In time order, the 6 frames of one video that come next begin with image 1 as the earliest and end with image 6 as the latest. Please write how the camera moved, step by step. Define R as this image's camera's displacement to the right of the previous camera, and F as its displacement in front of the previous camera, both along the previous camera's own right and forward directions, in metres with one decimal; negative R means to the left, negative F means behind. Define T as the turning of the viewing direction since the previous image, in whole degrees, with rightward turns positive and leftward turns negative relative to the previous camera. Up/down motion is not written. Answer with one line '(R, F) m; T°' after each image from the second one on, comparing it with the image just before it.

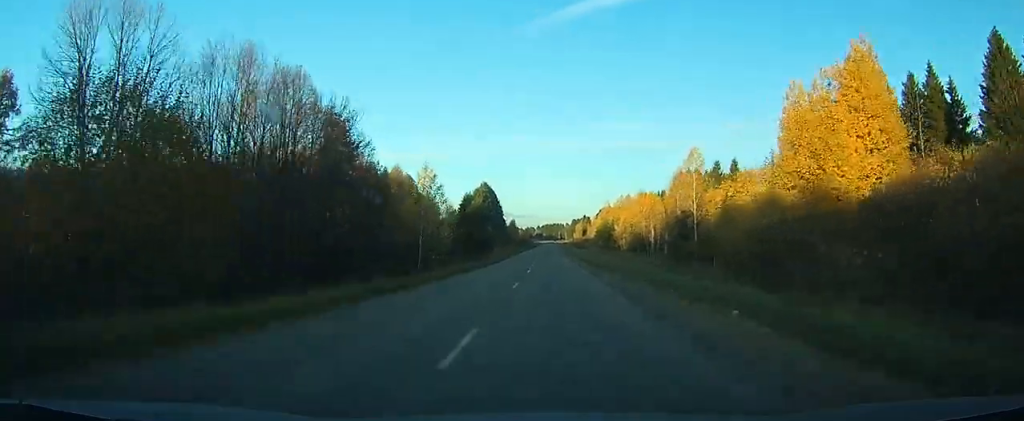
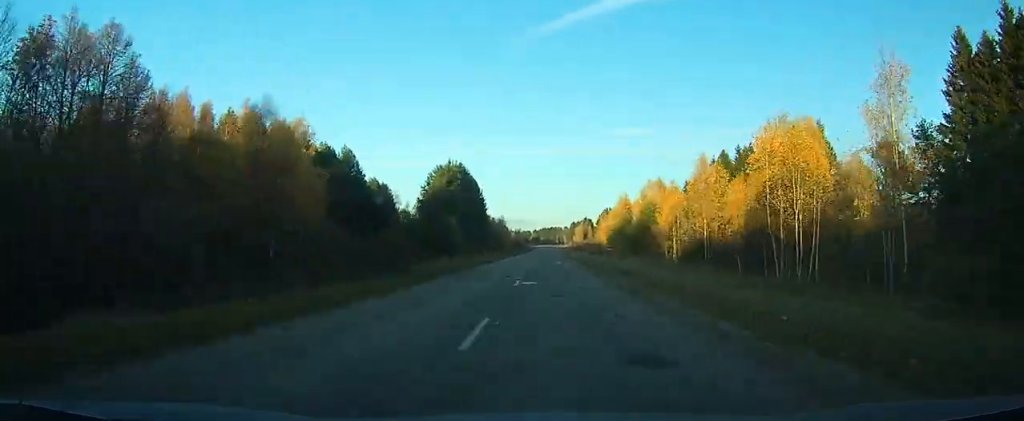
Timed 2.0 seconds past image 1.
(-2.6, +49.0) m; -1°
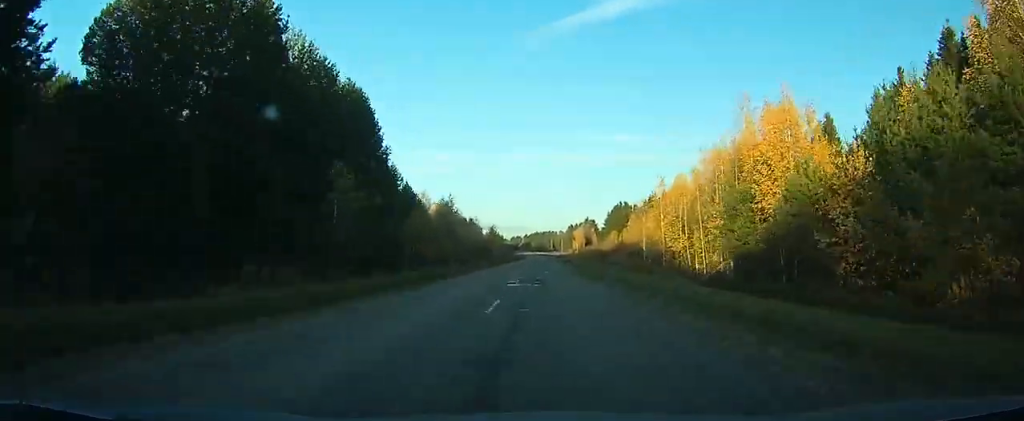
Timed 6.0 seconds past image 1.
(+4.2, +92.4) m; 0°
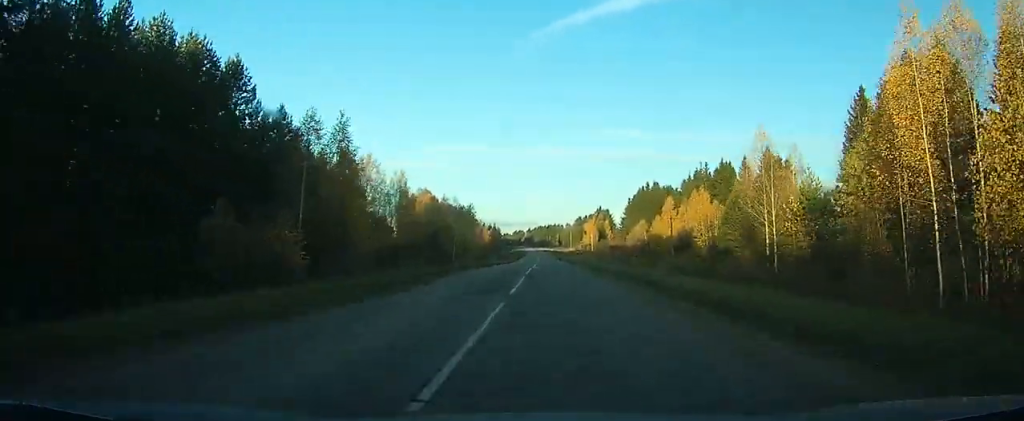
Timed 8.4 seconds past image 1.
(-4.5, +49.1) m; -15°
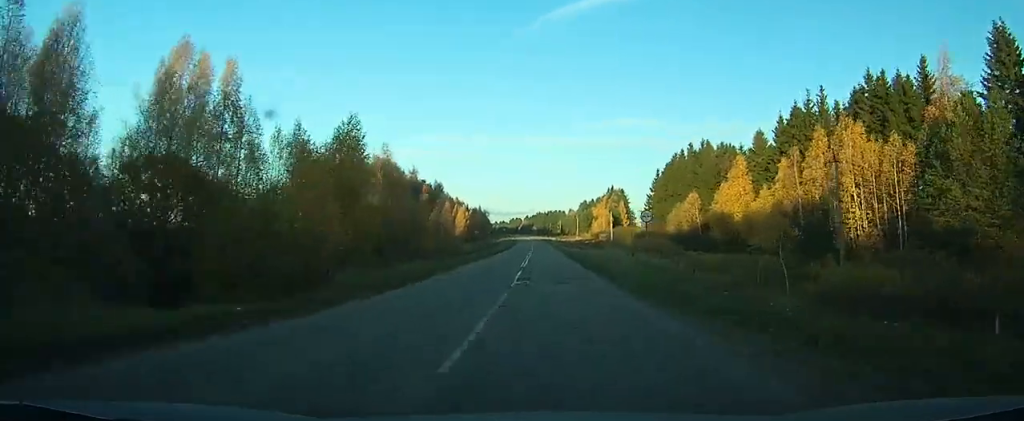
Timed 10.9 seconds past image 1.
(-7.0, +49.6) m; +17°
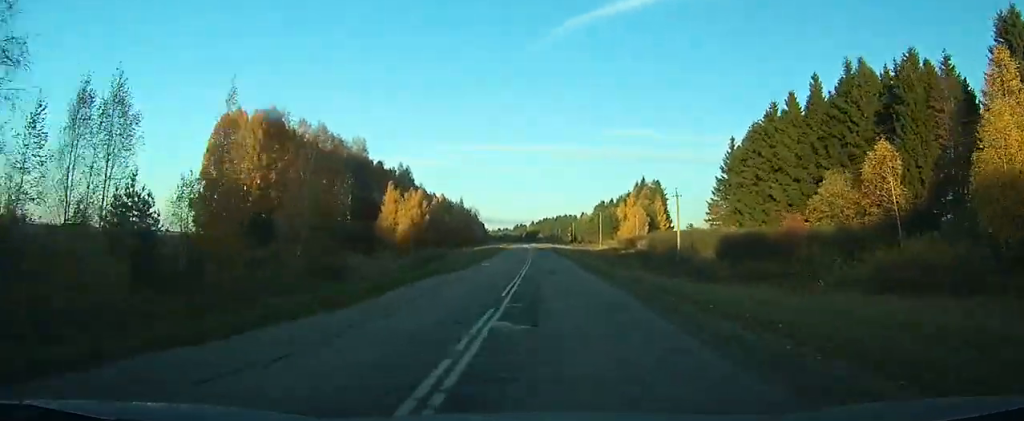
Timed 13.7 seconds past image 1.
(+24.2, +71.2) m; +14°
